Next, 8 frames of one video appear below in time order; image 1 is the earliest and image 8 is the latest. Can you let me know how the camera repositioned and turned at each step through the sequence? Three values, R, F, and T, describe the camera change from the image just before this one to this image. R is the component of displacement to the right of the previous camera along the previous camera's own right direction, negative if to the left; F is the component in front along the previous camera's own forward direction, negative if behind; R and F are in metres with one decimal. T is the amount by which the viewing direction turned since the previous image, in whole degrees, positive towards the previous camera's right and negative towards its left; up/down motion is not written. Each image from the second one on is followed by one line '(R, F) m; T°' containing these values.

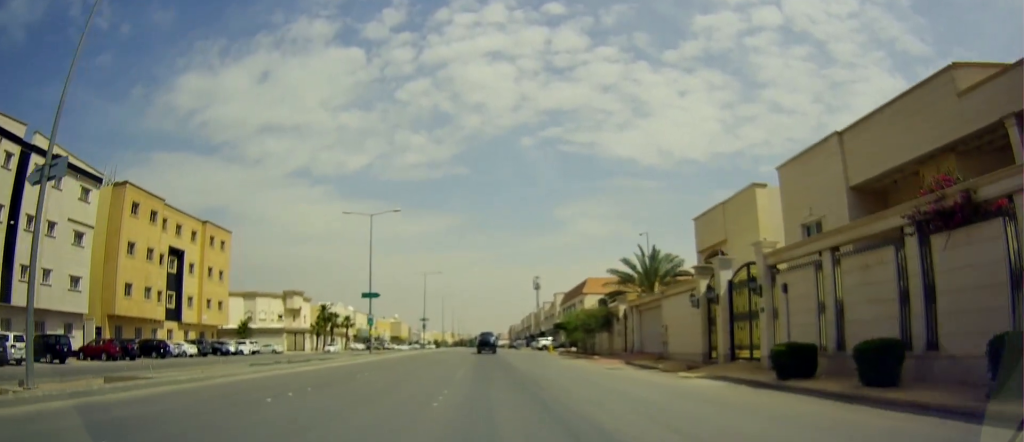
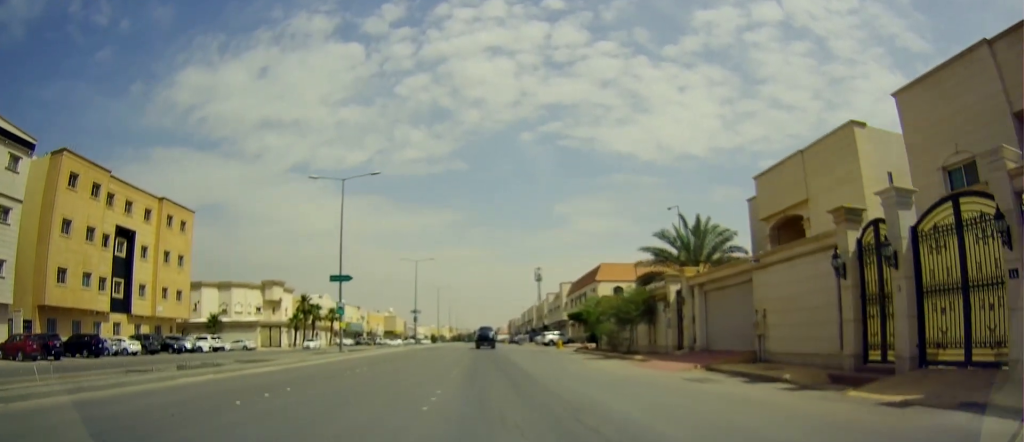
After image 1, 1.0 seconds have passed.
(+0.1, +11.0) m; 0°
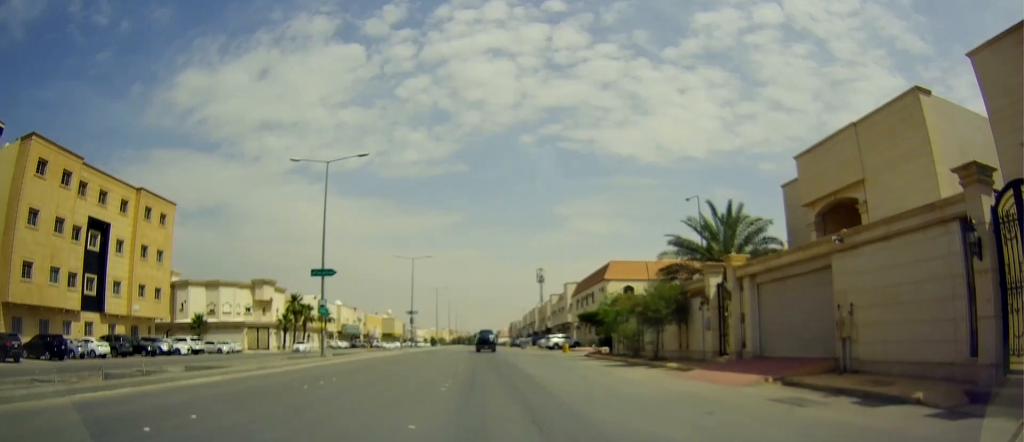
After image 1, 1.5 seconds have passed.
(-0.2, +4.9) m; 0°
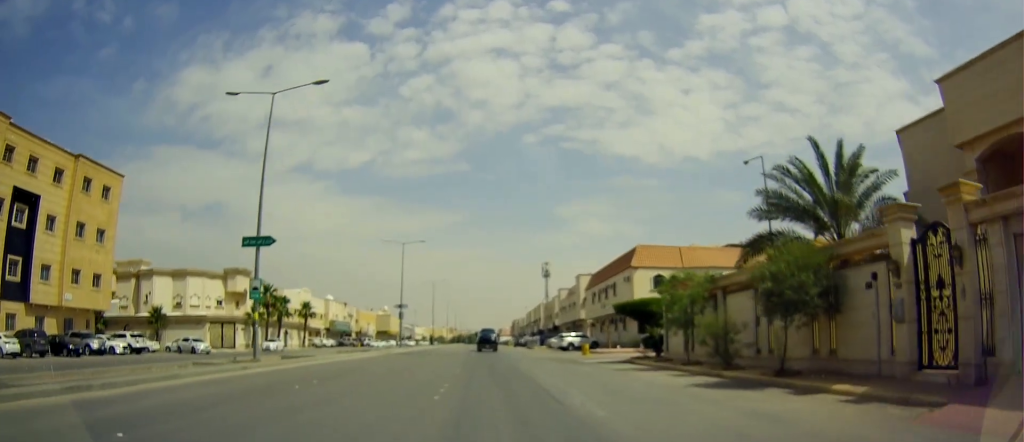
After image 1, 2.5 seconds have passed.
(+0.4, +11.1) m; 0°
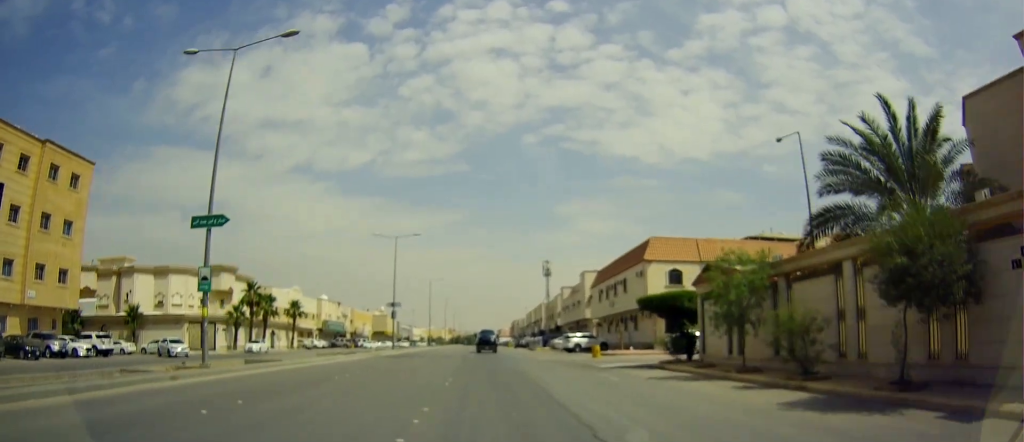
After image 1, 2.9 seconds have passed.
(-0.1, +4.9) m; 0°
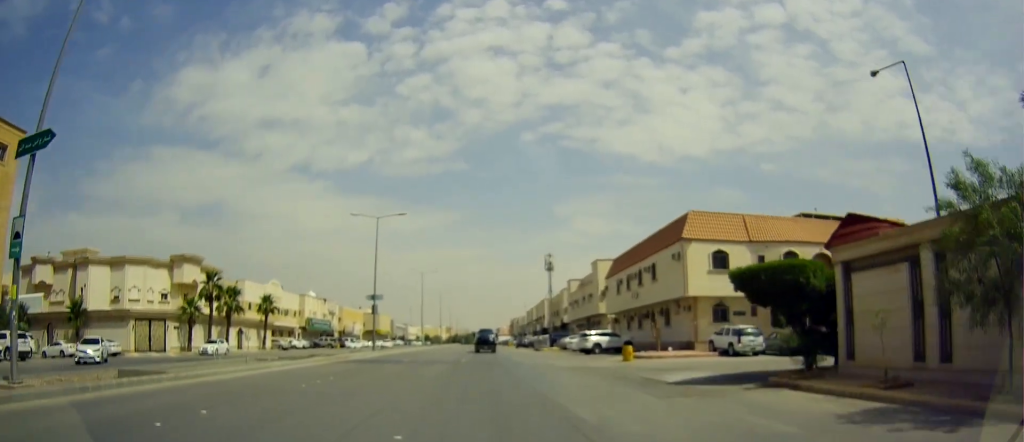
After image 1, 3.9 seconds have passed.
(-0.1, +10.5) m; 0°
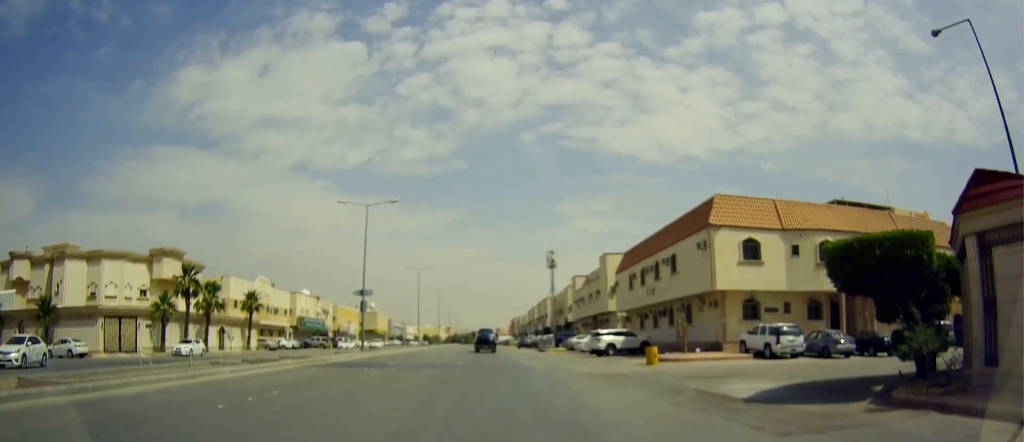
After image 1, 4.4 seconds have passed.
(+0.2, +5.2) m; 0°
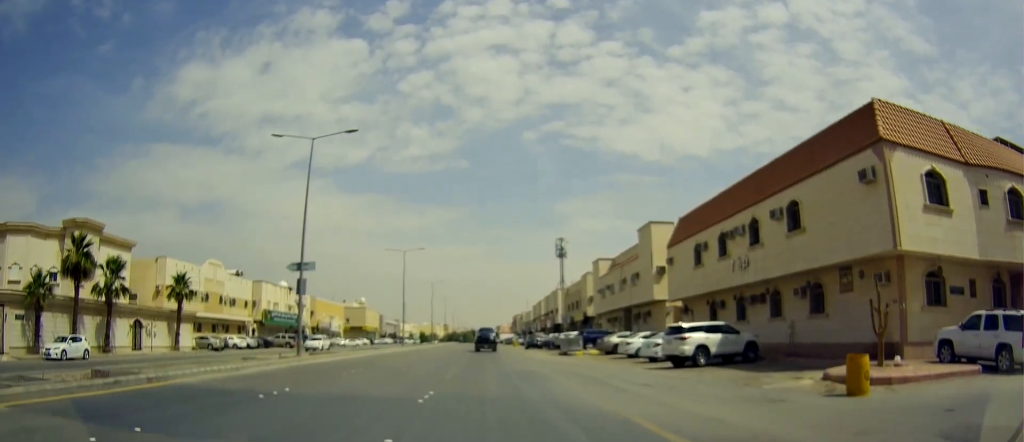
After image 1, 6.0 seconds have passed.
(-0.1, +18.3) m; +1°
